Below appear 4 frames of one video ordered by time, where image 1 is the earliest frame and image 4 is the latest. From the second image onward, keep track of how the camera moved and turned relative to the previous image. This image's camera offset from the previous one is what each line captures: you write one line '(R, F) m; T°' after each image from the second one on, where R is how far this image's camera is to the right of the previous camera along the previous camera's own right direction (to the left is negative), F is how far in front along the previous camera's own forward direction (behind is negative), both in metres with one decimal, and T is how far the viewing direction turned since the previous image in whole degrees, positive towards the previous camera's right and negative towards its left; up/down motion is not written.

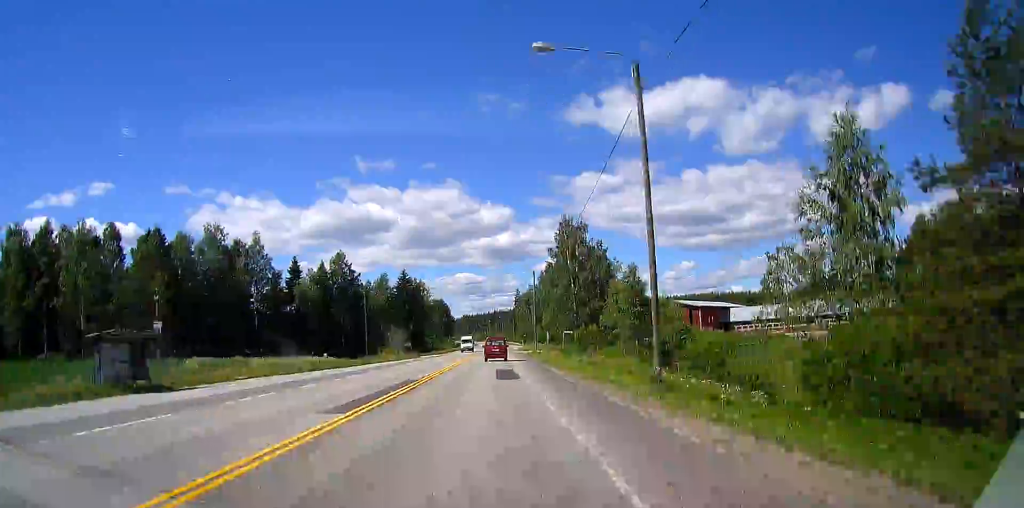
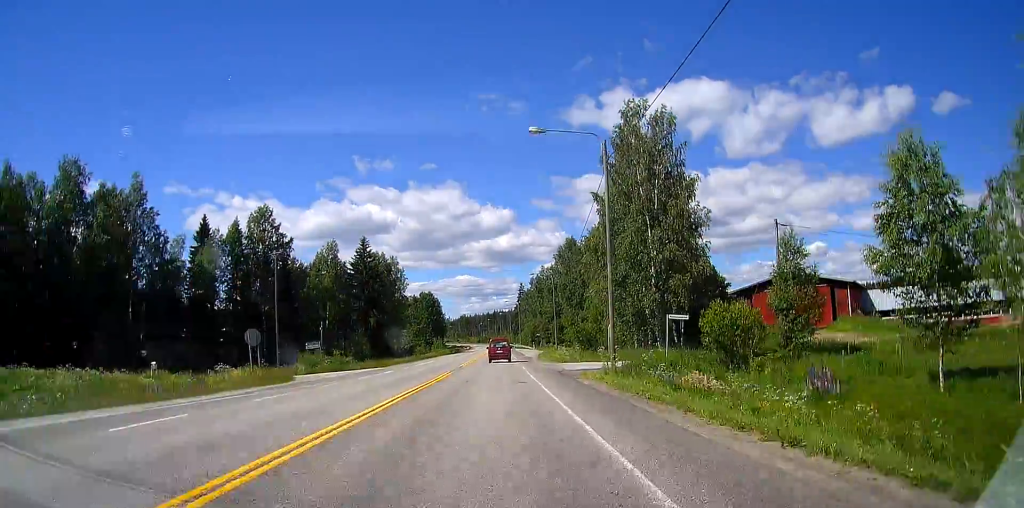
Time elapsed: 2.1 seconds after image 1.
(-0.5, +47.1) m; 0°
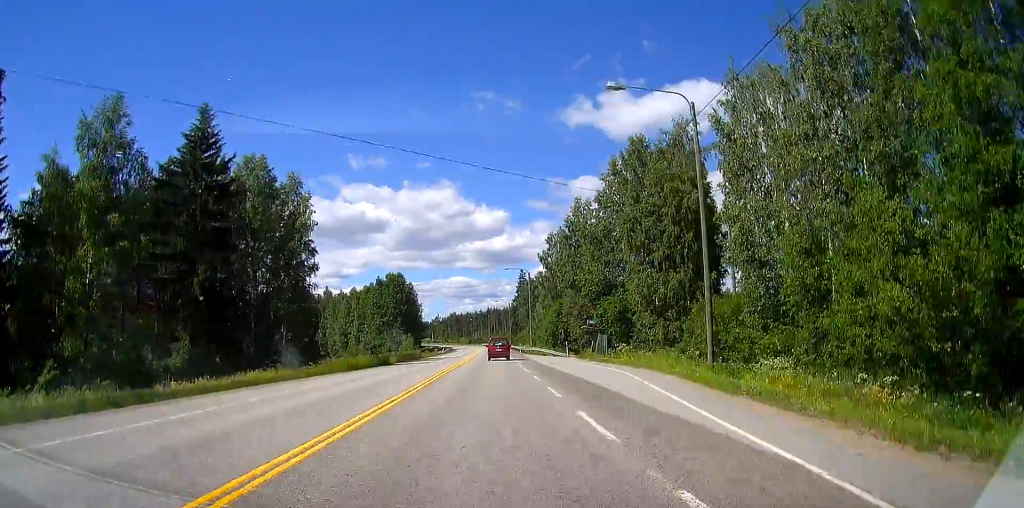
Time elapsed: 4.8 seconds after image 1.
(+1.0, +60.6) m; 0°
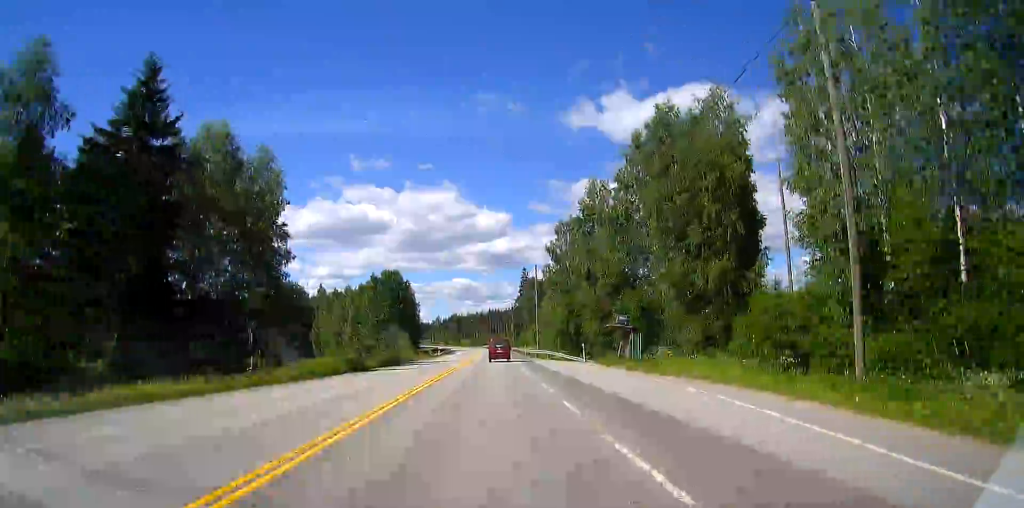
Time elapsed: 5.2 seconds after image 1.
(0.0, +9.4) m; 0°
